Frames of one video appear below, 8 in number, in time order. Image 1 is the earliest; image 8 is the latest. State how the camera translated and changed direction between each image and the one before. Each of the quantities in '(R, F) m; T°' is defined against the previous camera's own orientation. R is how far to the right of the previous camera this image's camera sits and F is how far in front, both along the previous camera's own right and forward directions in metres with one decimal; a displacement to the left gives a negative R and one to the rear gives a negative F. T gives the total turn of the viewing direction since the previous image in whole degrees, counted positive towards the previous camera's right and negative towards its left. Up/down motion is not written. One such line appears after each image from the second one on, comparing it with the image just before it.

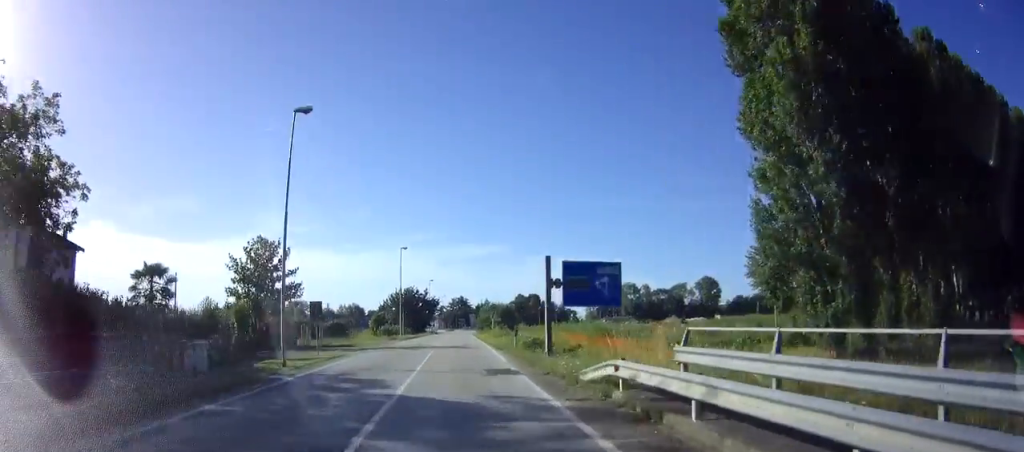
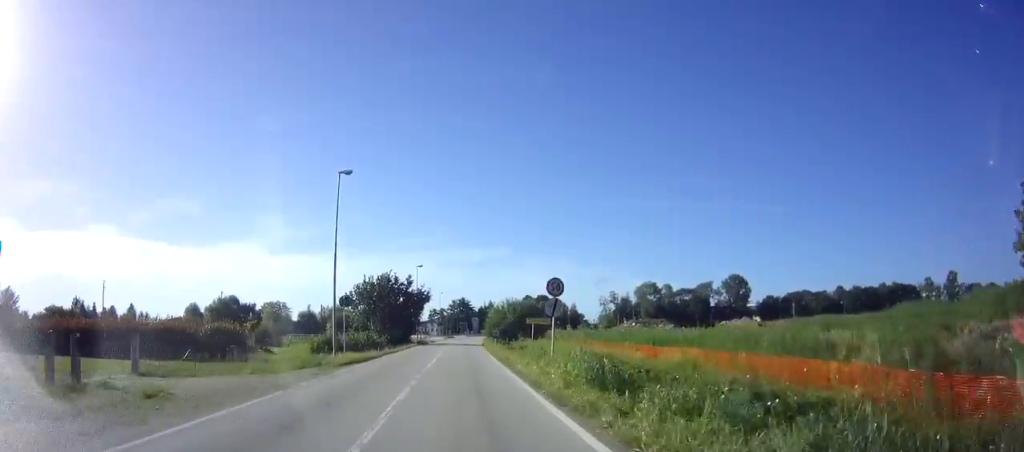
(+0.3, +27.6) m; 0°
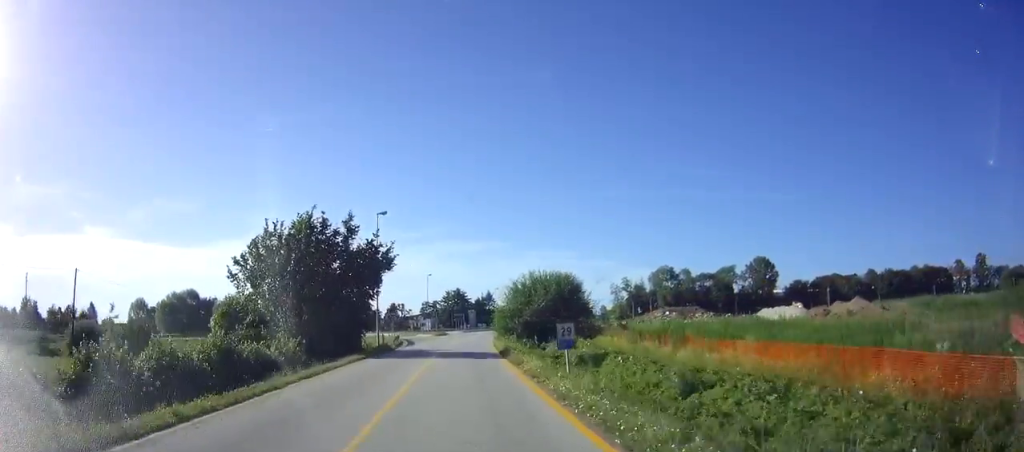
(-0.2, +26.5) m; 0°
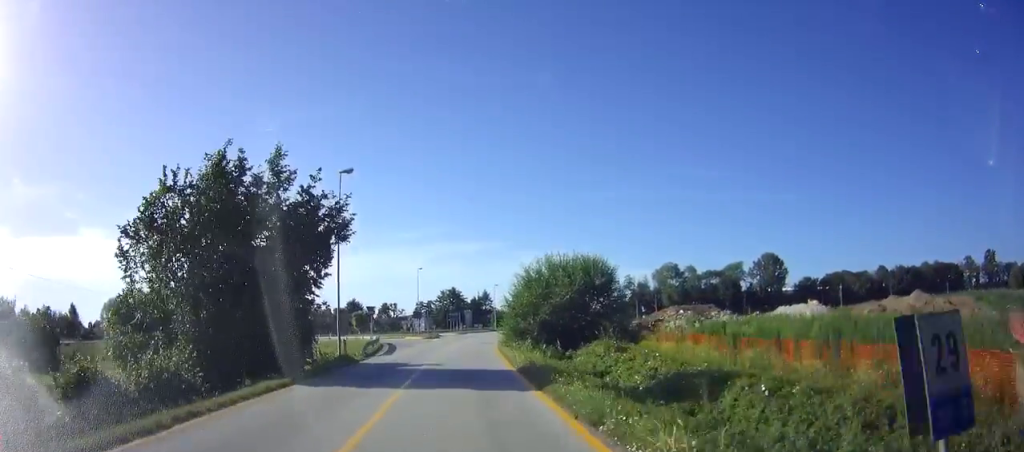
(+0.1, +10.0) m; +1°
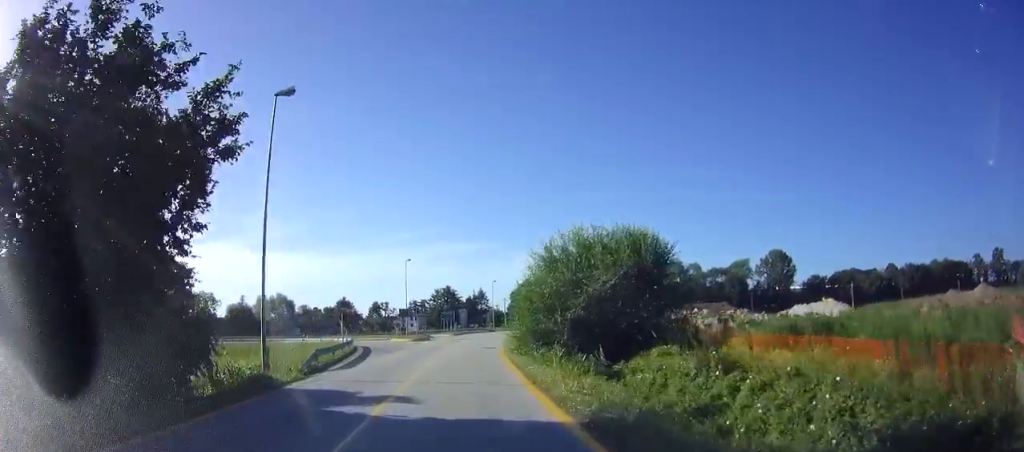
(0.0, +9.1) m; +1°
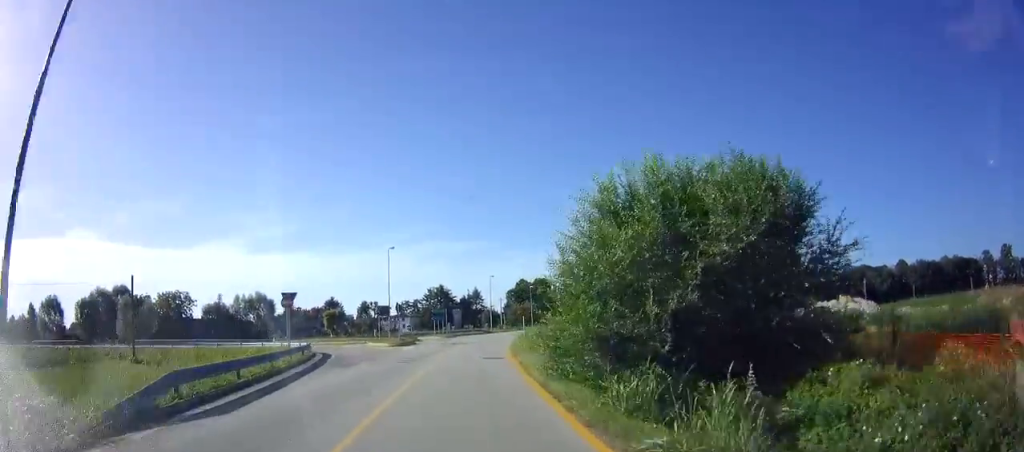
(+0.1, +10.0) m; +1°
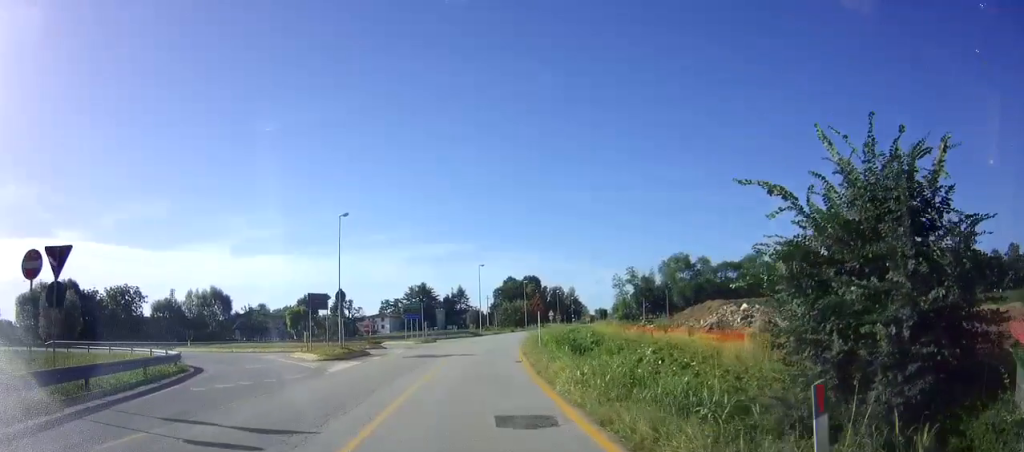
(+0.2, +15.9) m; +3°
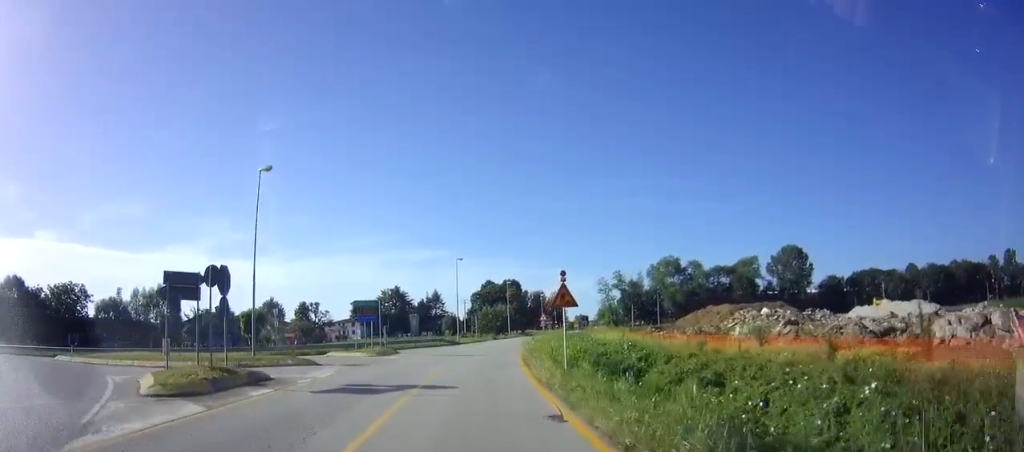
(+0.2, +11.7) m; +3°
